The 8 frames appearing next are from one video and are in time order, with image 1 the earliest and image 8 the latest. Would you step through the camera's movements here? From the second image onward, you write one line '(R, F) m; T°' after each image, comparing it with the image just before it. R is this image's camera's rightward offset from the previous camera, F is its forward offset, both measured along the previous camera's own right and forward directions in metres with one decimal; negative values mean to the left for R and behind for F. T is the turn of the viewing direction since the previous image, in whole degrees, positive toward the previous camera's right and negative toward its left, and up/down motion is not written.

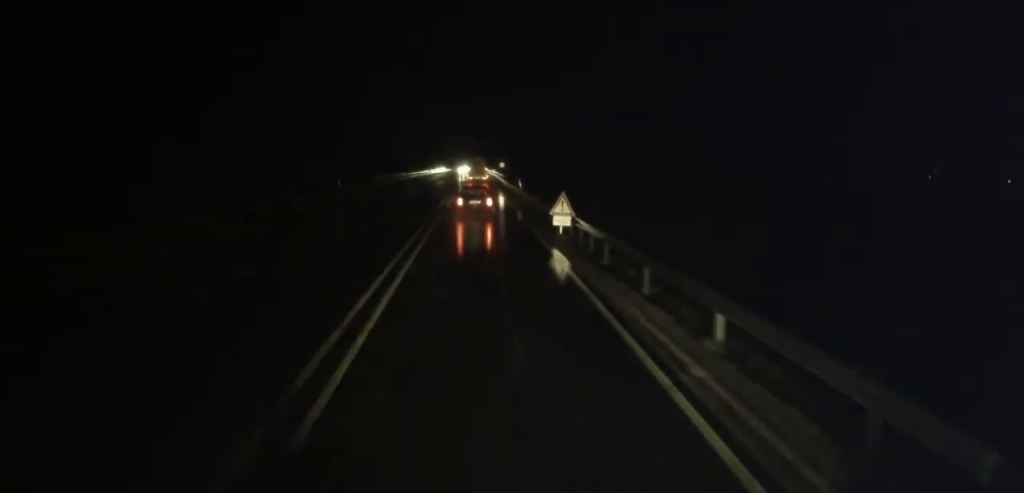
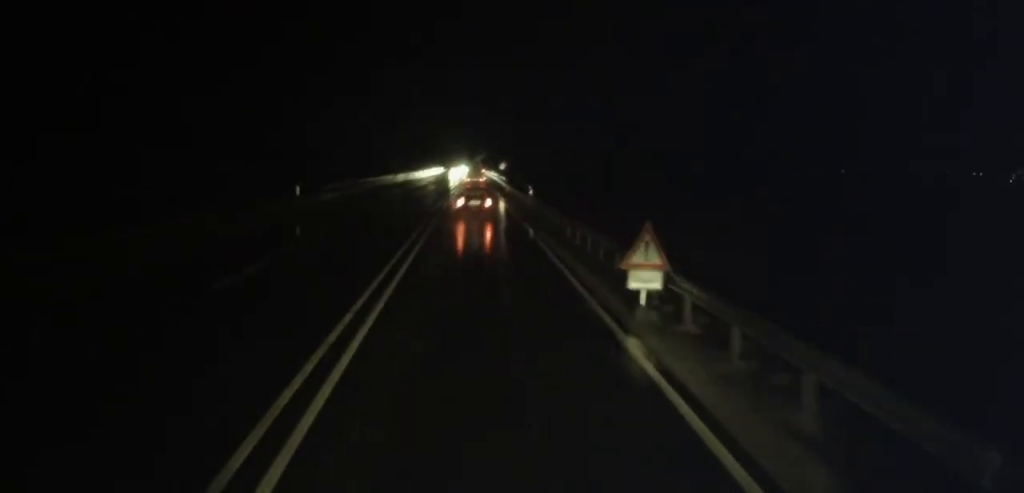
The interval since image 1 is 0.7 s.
(0.0, +11.0) m; -1°
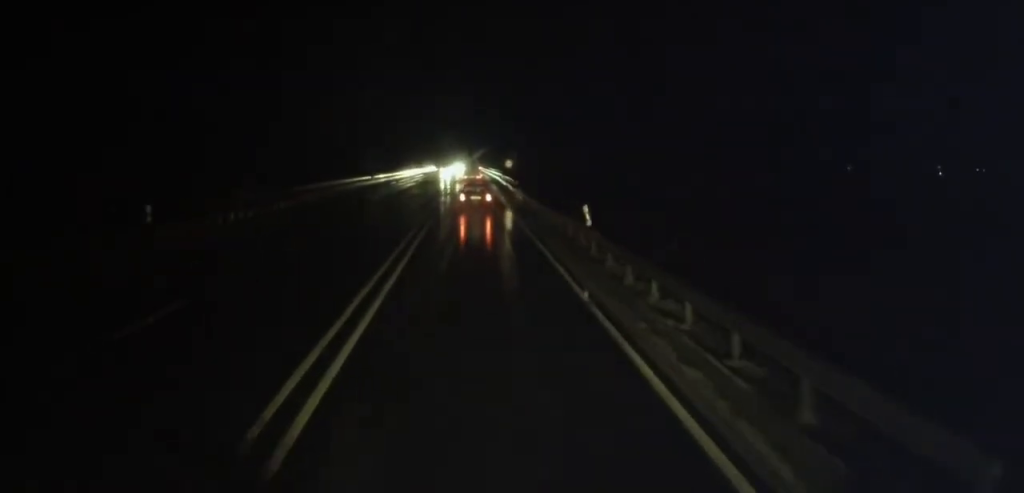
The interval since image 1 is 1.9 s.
(-0.3, +18.0) m; 0°
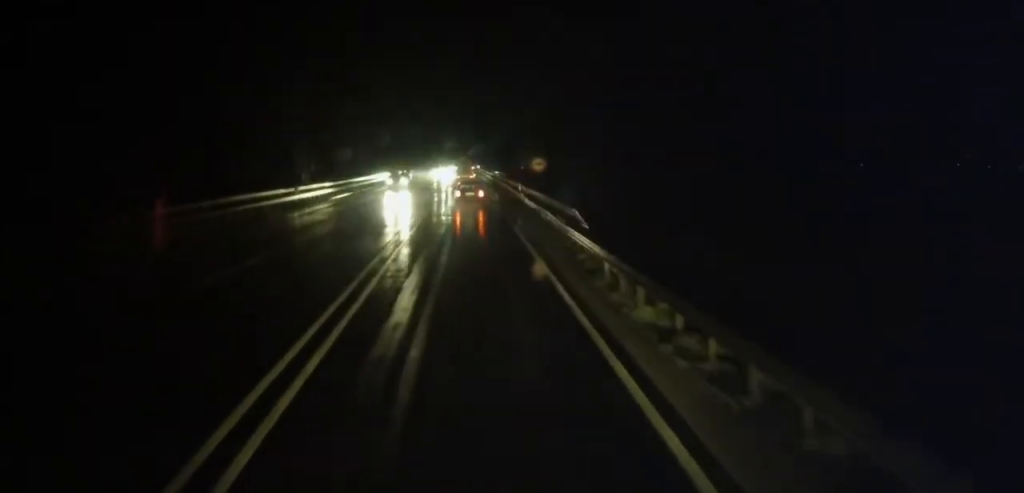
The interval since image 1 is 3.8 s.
(+0.7, +29.7) m; +2°
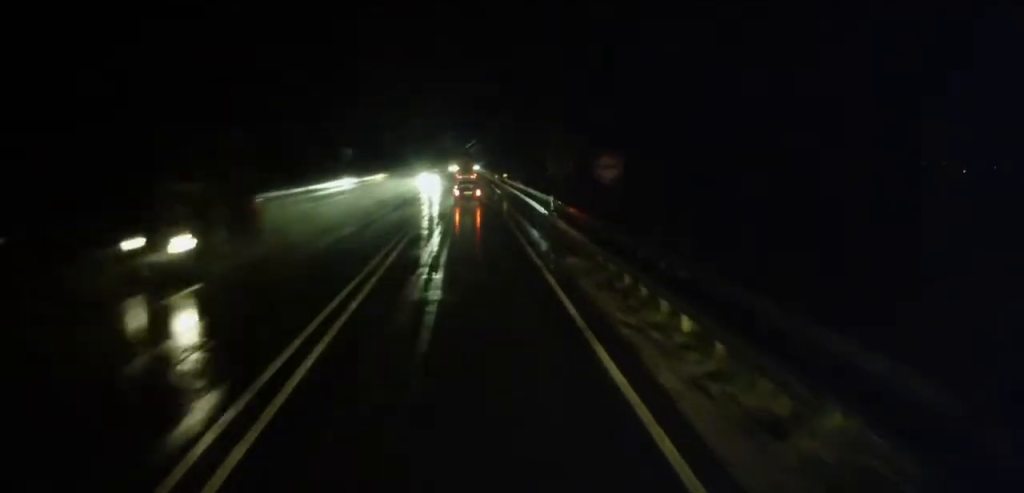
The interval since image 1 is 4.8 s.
(+0.2, +14.9) m; 0°
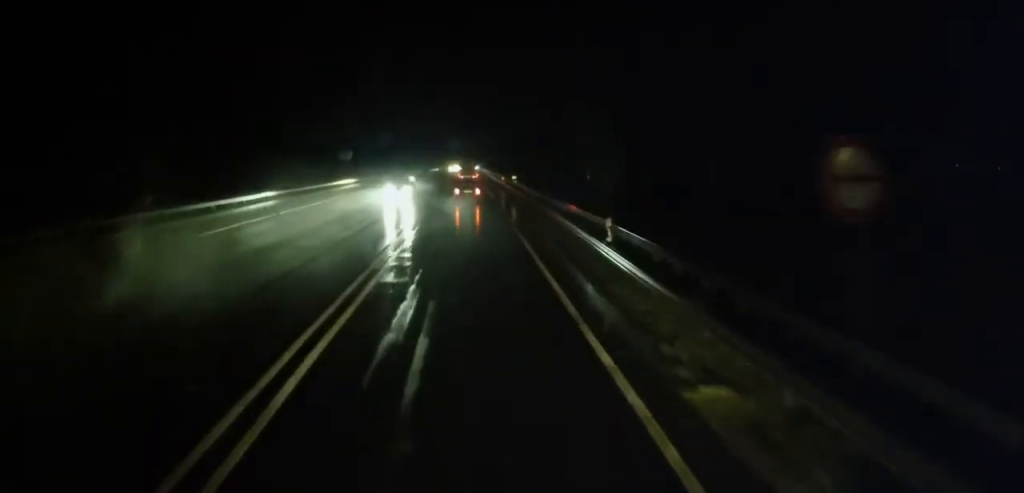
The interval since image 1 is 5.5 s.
(-0.1, +10.0) m; -1°
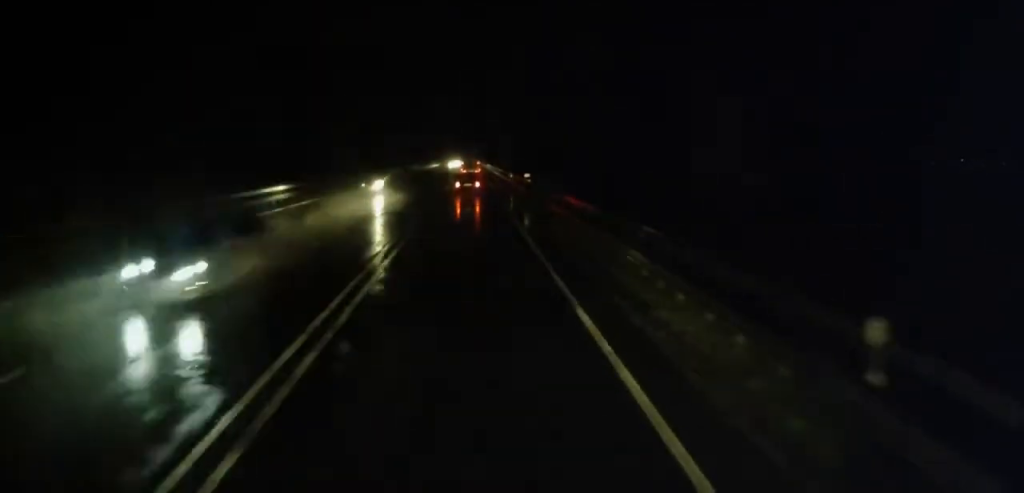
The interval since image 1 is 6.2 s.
(-0.1, +10.5) m; -1°
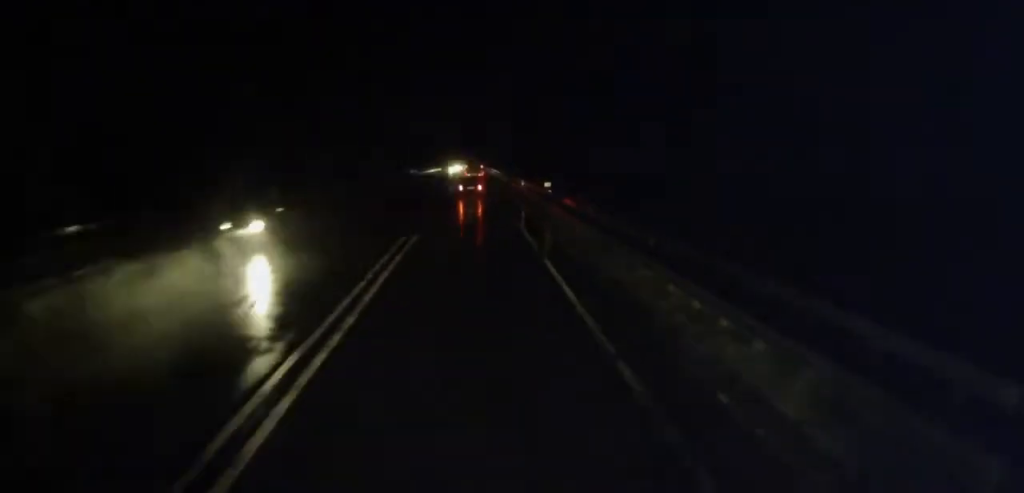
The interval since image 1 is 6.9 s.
(0.0, +10.1) m; 0°
